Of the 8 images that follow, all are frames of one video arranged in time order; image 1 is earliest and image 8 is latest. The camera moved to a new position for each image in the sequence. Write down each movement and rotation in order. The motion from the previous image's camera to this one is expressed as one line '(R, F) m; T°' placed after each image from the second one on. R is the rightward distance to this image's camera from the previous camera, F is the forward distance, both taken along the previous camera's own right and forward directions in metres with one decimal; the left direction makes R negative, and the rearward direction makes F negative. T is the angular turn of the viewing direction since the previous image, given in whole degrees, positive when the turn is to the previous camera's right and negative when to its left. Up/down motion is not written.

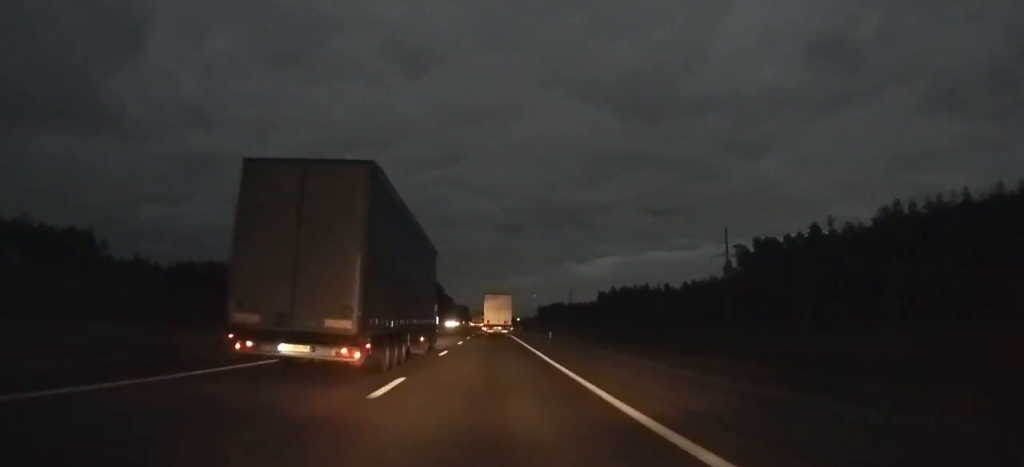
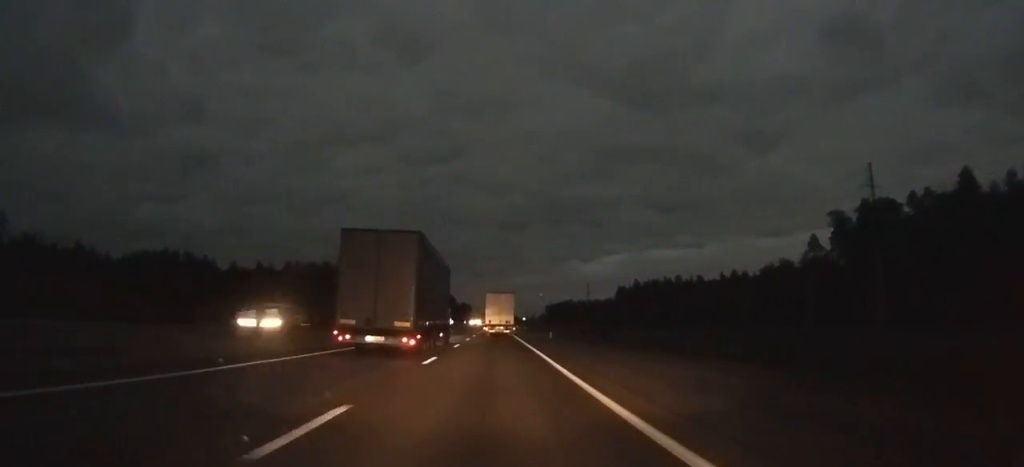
(+0.1, +52.1) m; 0°
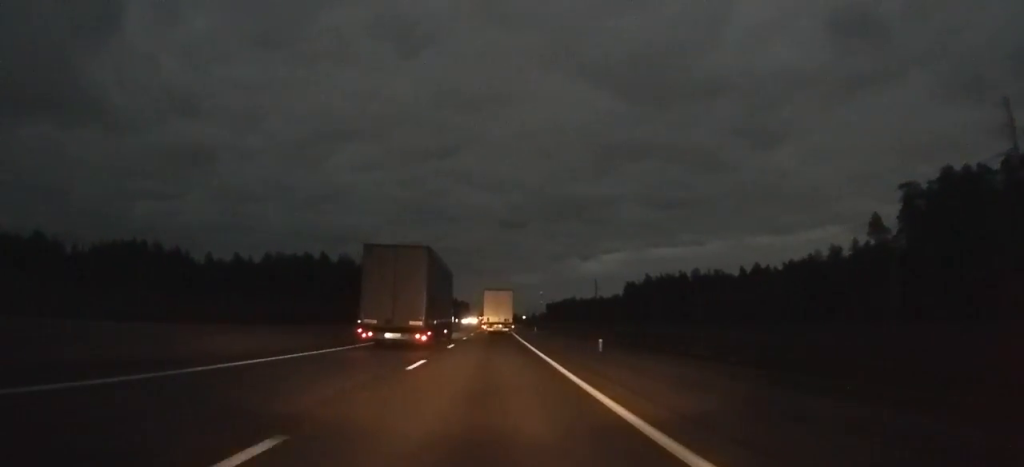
(0.0, +26.2) m; 0°
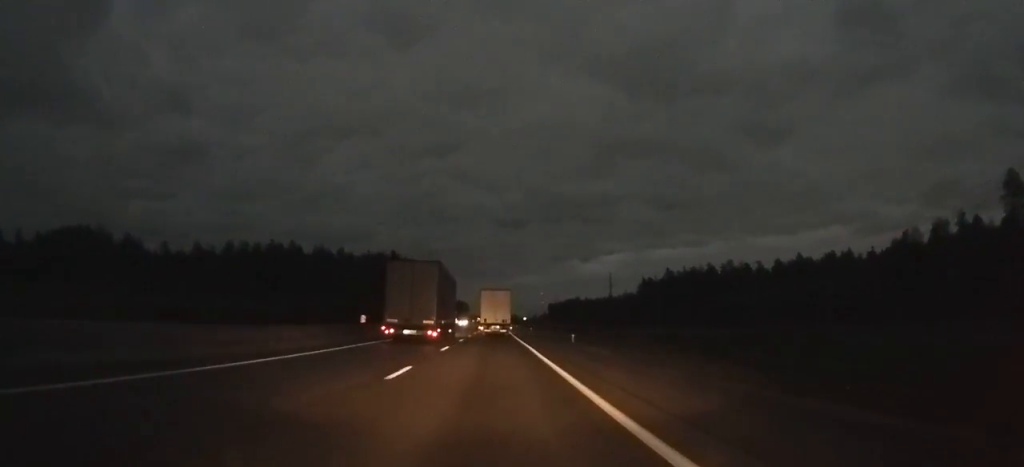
(0.0, +38.1) m; 0°
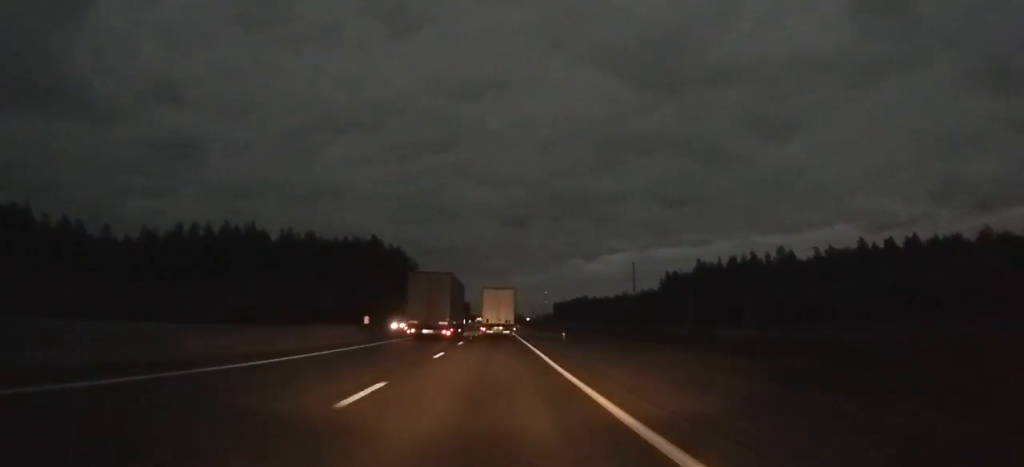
(+0.2, +39.7) m; 0°
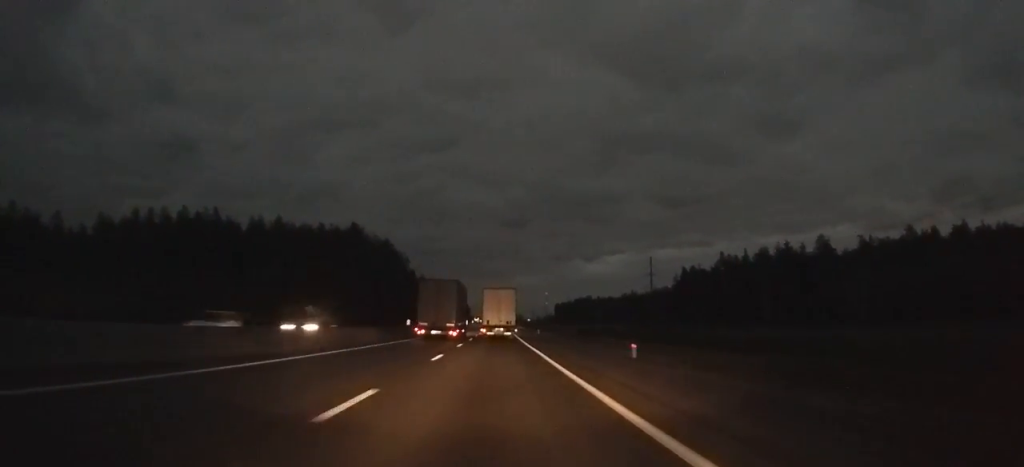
(-0.1, +25.0) m; 0°
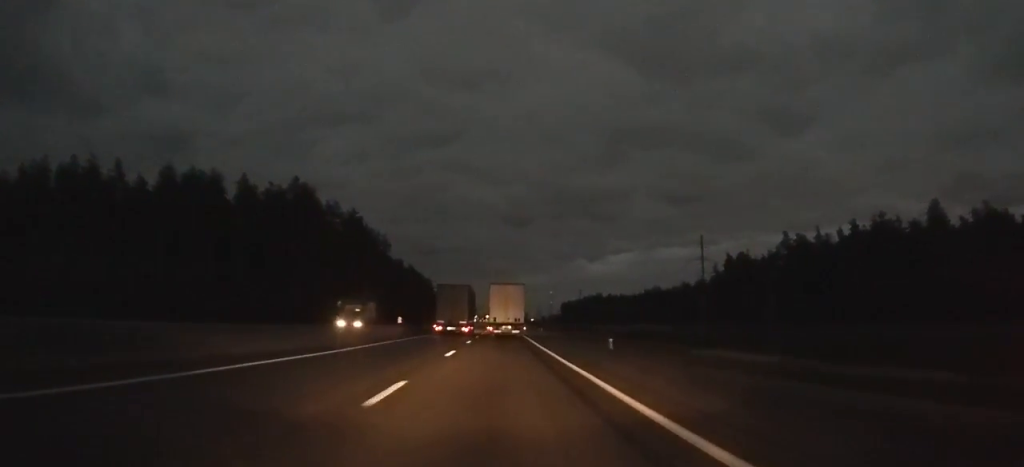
(0.0, +46.8) m; 0°
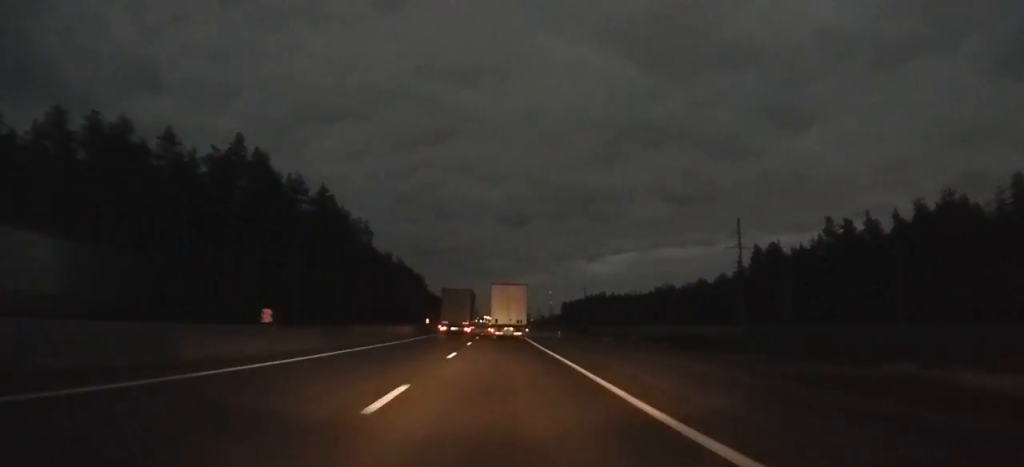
(0.0, +24.7) m; 0°
